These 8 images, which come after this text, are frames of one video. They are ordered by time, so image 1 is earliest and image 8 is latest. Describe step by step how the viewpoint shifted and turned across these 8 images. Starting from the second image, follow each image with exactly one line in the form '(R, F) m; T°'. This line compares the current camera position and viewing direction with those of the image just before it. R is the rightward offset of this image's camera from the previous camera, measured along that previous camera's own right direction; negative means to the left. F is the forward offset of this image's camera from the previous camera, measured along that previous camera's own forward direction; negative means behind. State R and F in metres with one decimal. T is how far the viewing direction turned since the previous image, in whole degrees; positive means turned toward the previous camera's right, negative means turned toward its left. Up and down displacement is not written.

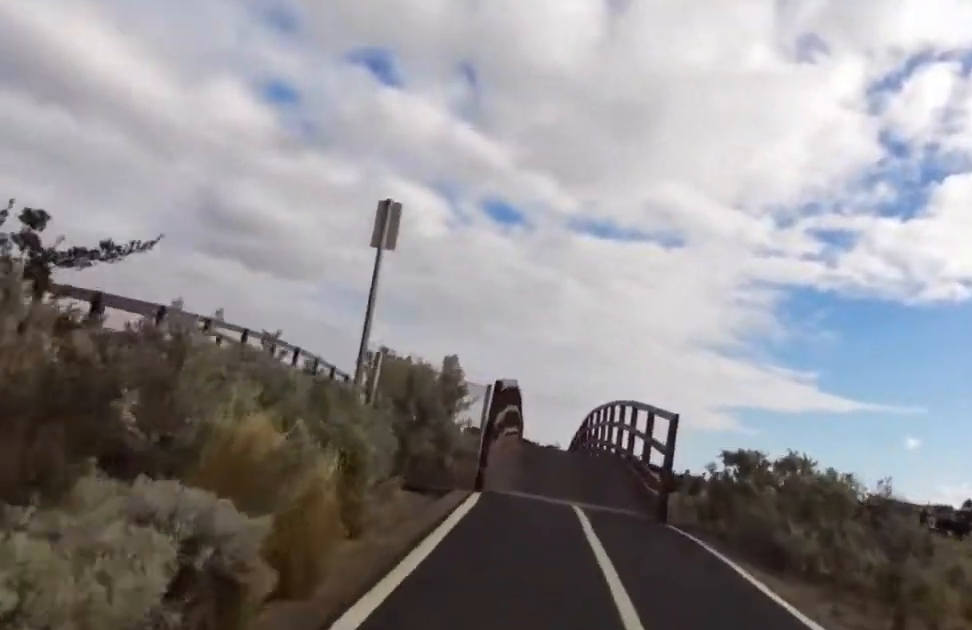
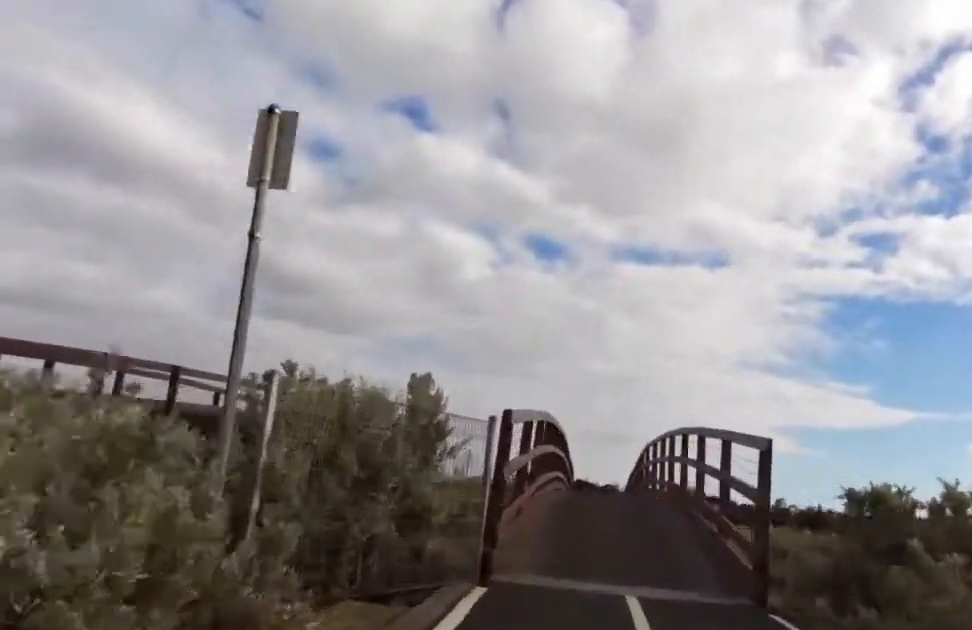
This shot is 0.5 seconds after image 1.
(-0.1, +2.7) m; -4°
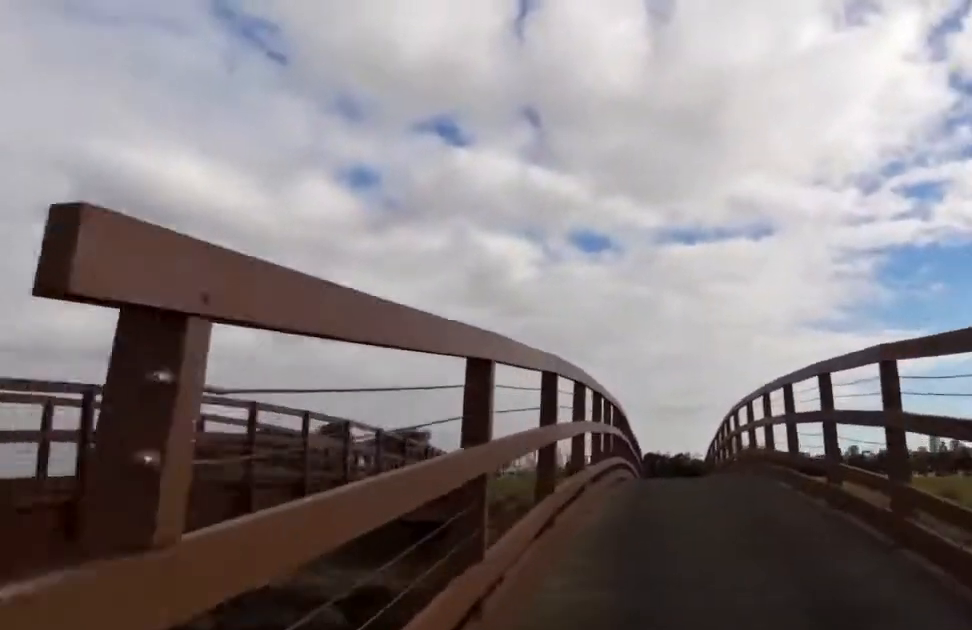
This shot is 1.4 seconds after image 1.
(-0.2, +5.3) m; -3°
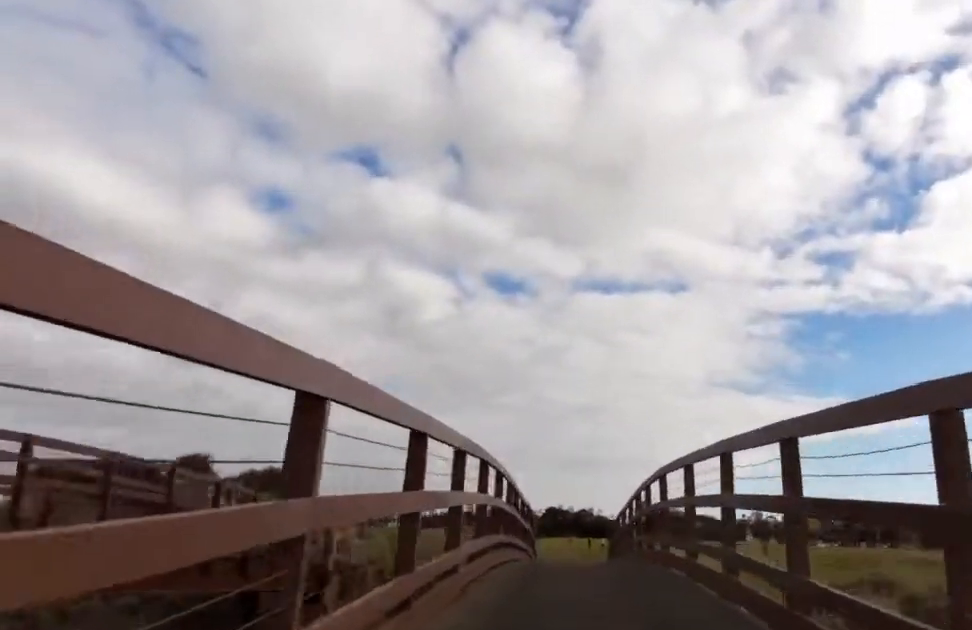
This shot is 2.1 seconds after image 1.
(0.0, +4.4) m; 0°
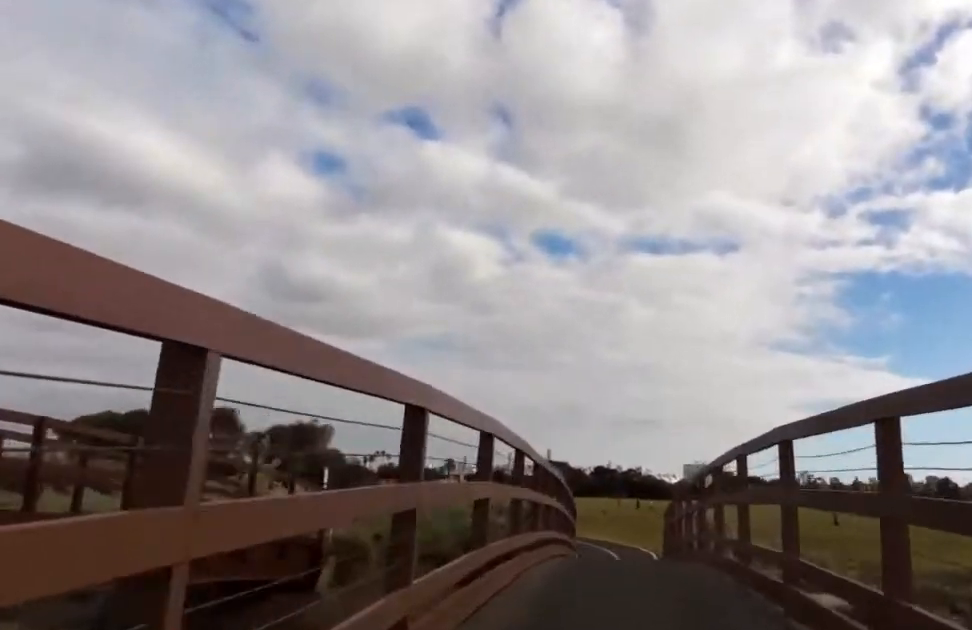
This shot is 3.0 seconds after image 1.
(0.0, +5.4) m; -1°
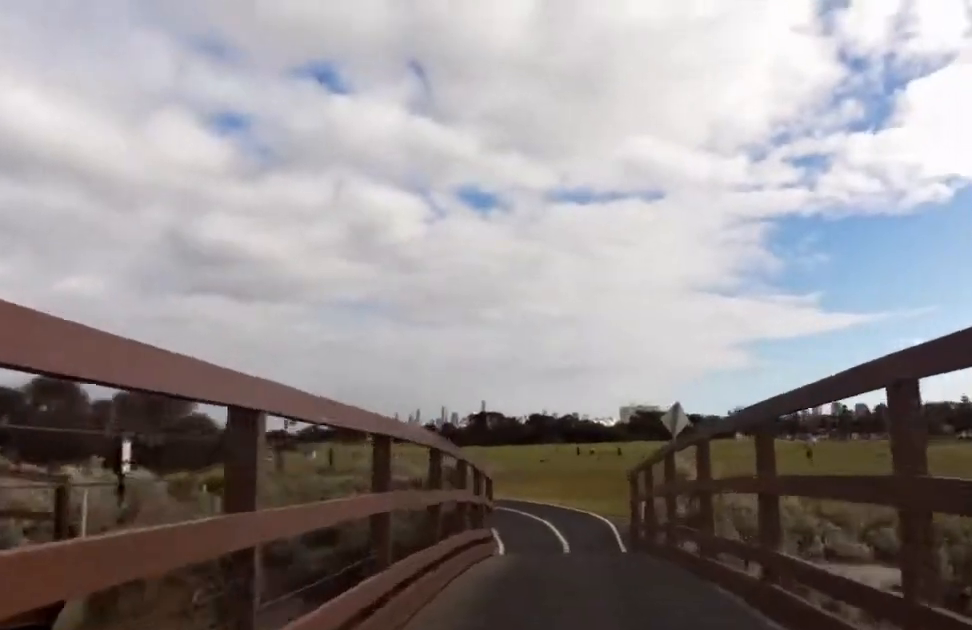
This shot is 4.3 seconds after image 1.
(-0.1, +8.1) m; -11°
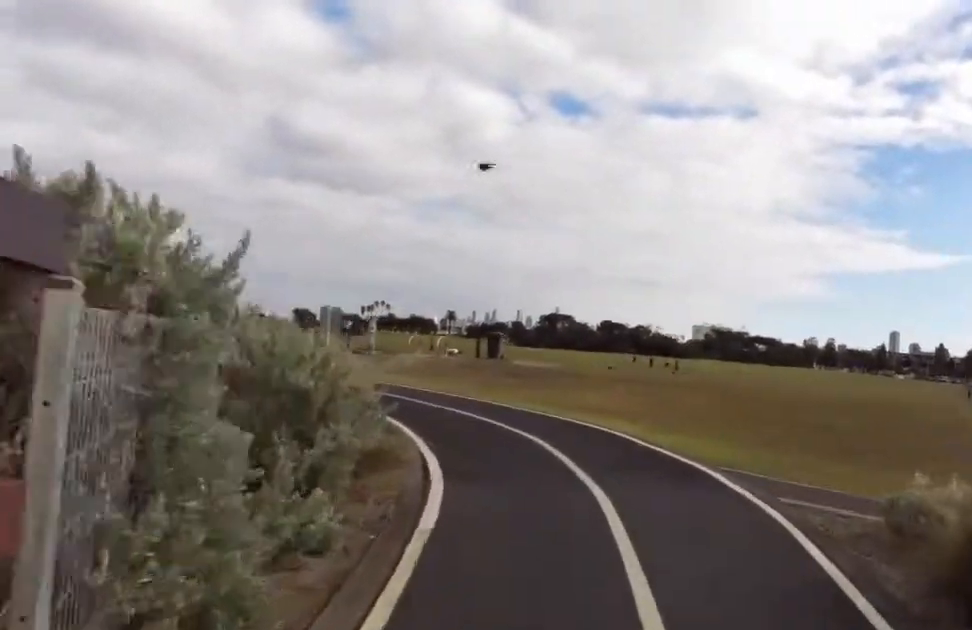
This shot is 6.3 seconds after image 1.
(0.0, +12.1) m; 0°
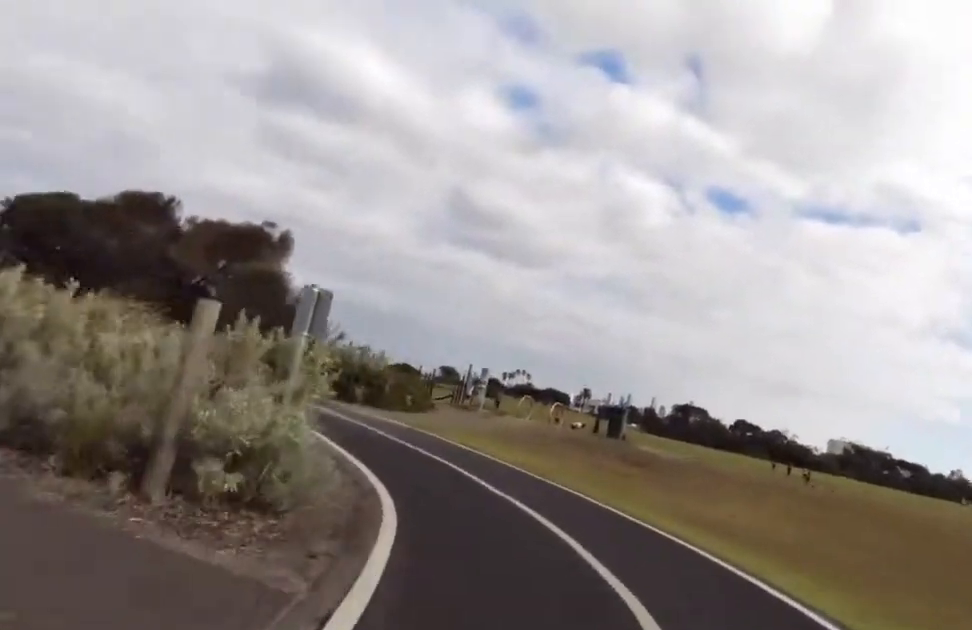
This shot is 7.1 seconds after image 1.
(-0.7, +4.8) m; -7°
